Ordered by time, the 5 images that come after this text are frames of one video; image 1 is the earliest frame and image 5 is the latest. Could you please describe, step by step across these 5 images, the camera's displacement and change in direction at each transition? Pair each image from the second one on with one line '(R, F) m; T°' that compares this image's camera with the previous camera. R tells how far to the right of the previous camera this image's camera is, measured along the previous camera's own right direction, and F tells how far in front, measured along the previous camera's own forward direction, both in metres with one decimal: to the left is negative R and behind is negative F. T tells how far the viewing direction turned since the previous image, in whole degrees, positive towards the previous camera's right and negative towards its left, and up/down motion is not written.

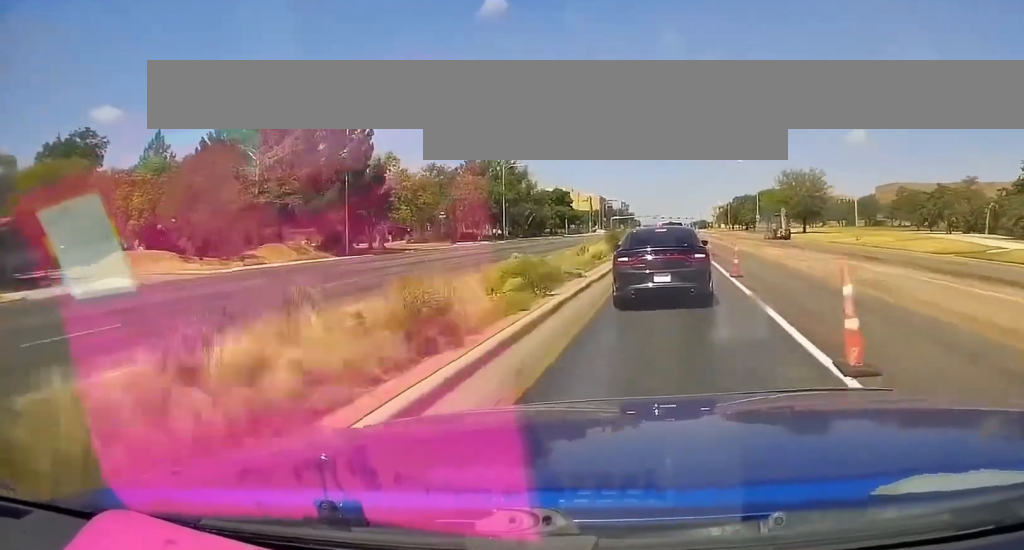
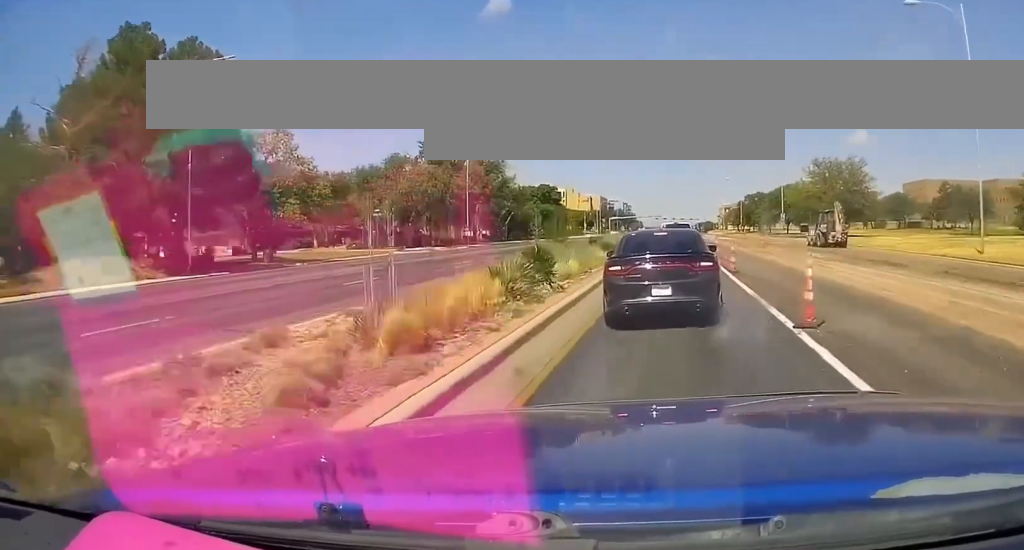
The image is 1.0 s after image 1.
(+0.1, +23.2) m; +1°
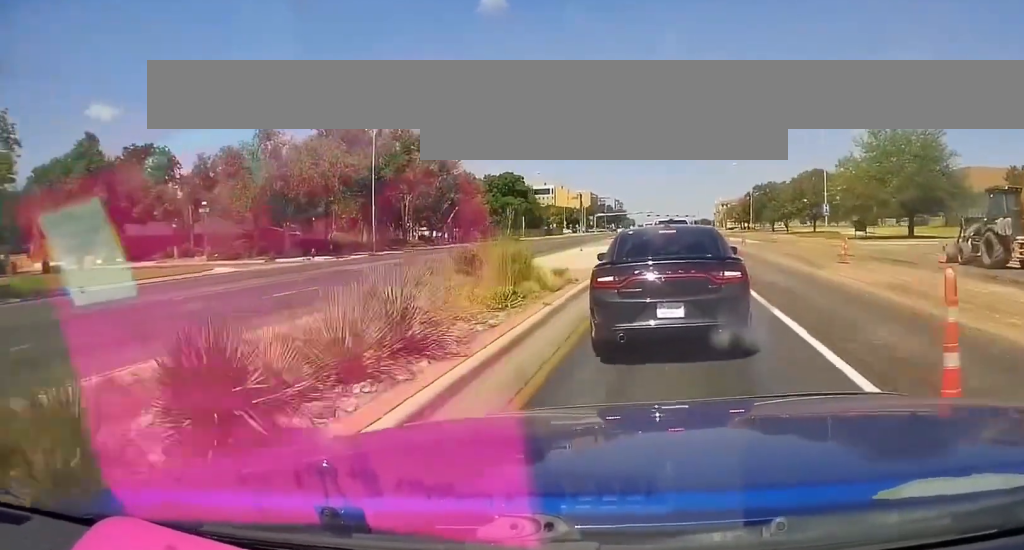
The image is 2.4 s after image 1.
(+0.3, +29.7) m; -1°
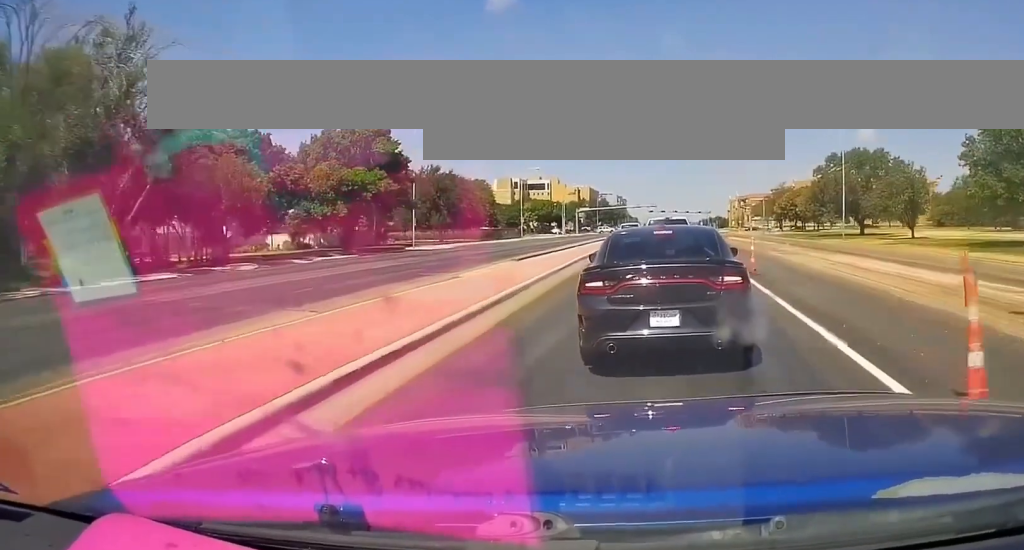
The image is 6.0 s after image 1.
(+0.2, +66.3) m; -1°
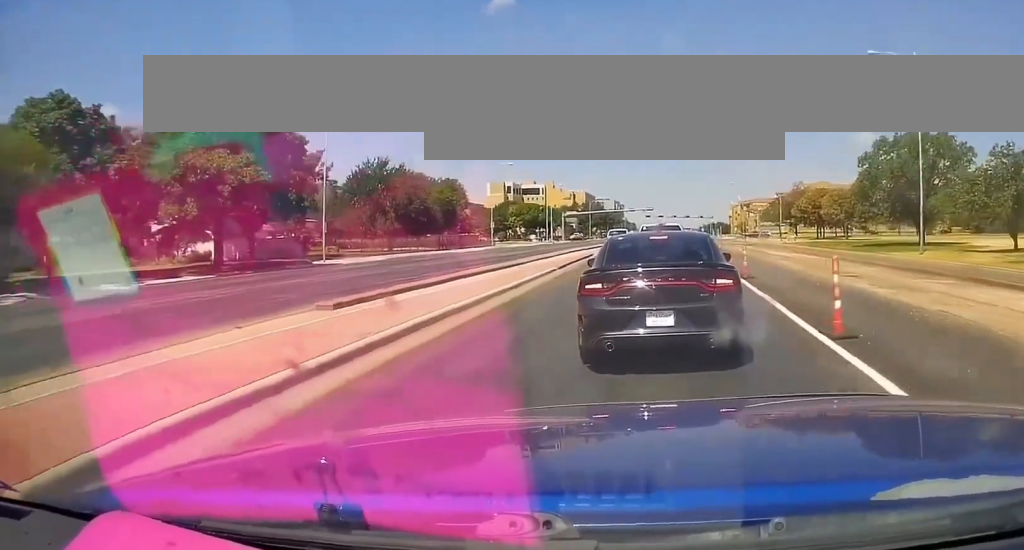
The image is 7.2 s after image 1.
(-0.3, +20.4) m; -1°
